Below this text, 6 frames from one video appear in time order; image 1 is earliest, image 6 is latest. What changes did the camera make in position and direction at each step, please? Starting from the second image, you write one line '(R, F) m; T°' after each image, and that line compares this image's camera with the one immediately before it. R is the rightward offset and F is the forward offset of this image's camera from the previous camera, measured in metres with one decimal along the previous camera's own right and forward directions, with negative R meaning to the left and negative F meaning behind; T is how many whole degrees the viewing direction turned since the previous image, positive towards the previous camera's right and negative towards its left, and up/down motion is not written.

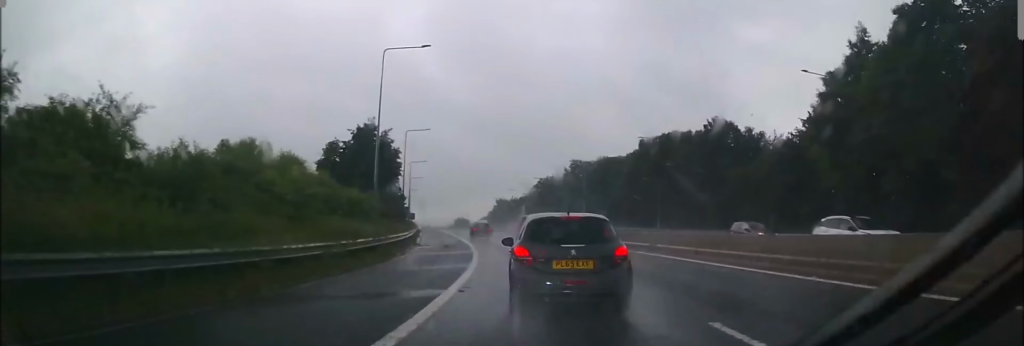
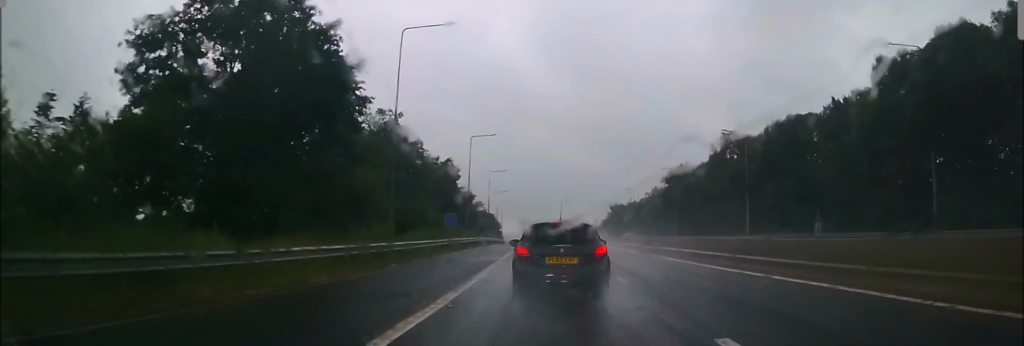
(-5.4, +37.3) m; -13°
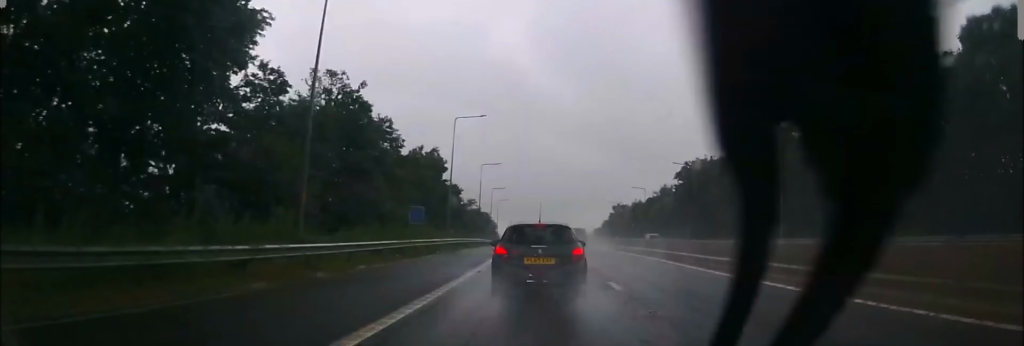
(-0.1, +10.6) m; 0°
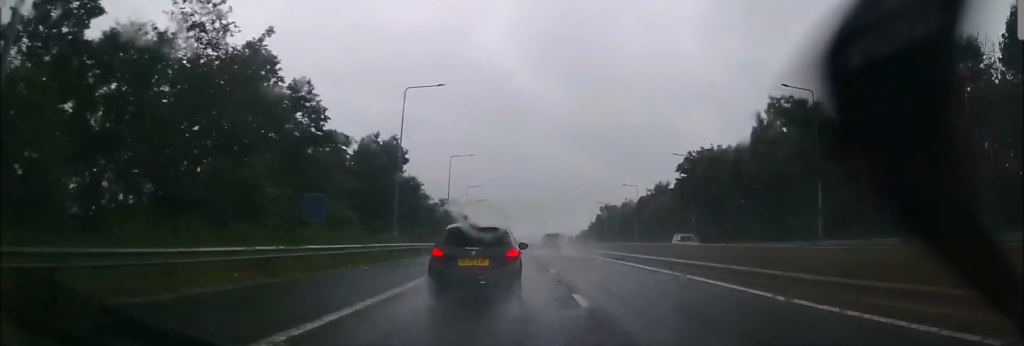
(+0.3, +12.4) m; +1°
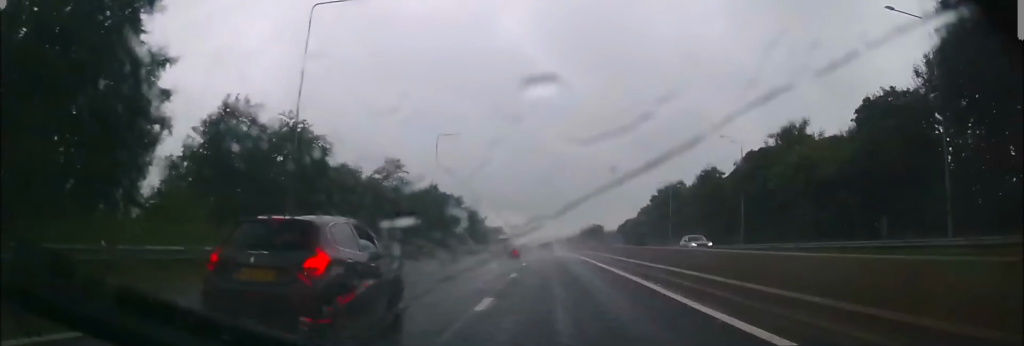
(-1.0, +48.2) m; -4°
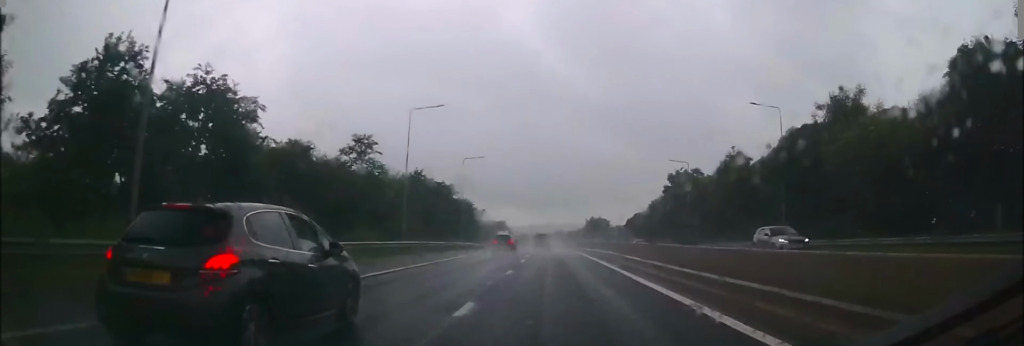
(-0.2, +9.9) m; -1°
